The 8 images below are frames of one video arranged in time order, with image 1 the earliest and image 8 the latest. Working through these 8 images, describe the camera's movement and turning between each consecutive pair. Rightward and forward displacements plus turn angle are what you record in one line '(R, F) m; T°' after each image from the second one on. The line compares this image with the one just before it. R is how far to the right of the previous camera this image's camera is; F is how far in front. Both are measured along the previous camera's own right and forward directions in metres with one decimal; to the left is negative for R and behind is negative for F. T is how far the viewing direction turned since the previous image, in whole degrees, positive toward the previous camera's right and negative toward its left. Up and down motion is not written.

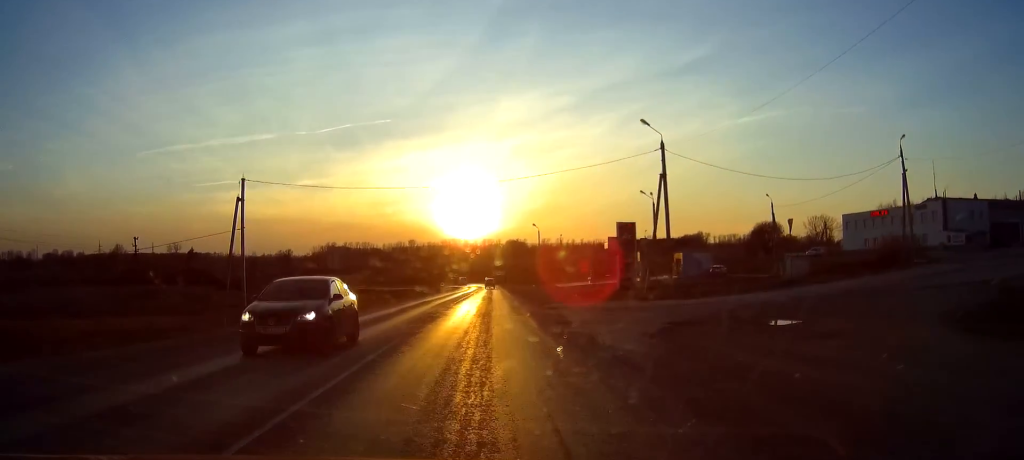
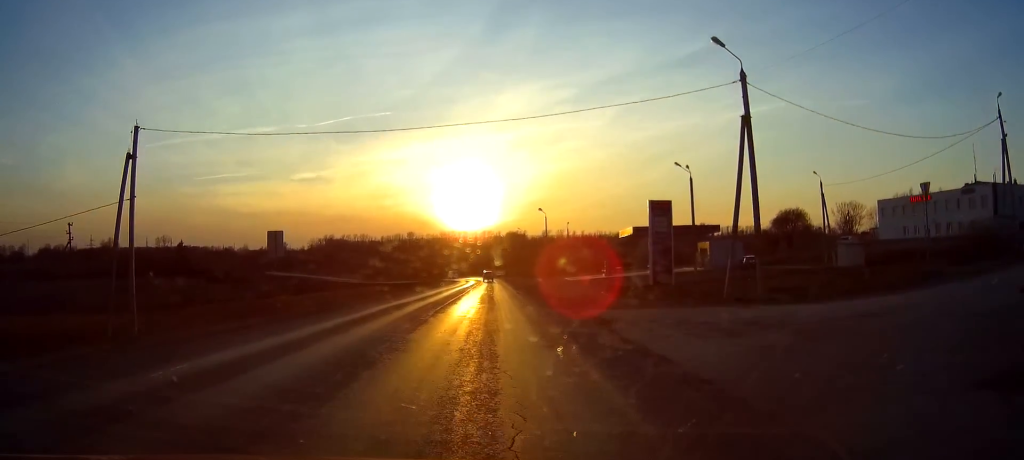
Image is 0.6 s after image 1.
(-0.1, +13.2) m; 0°
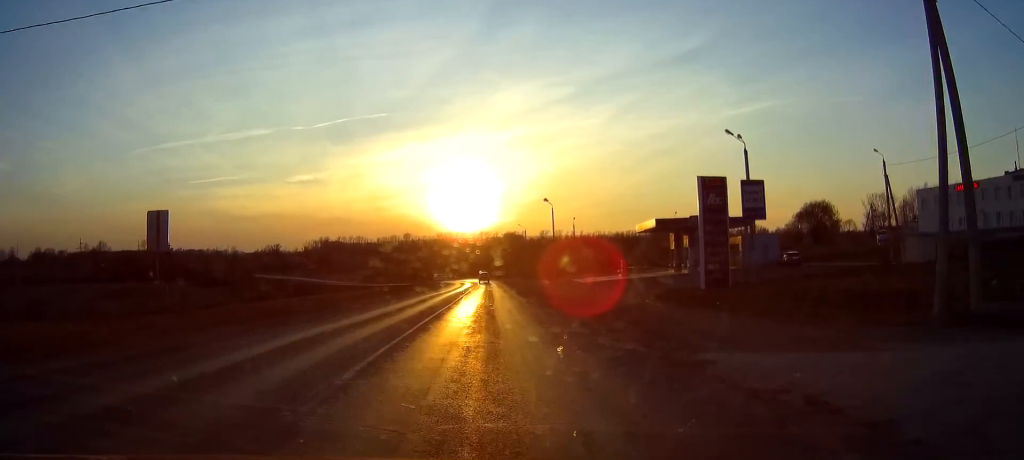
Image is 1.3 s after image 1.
(+0.2, +13.3) m; +1°
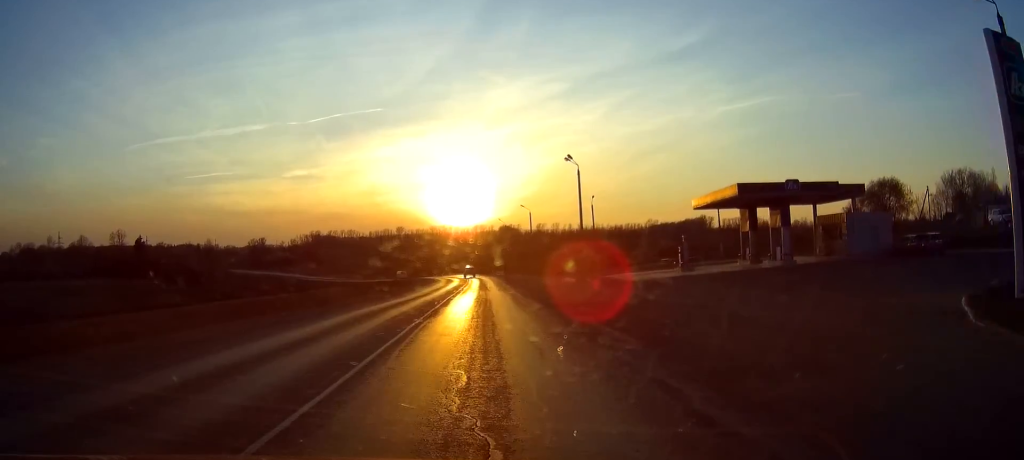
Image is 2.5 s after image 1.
(+0.2, +26.6) m; 0°
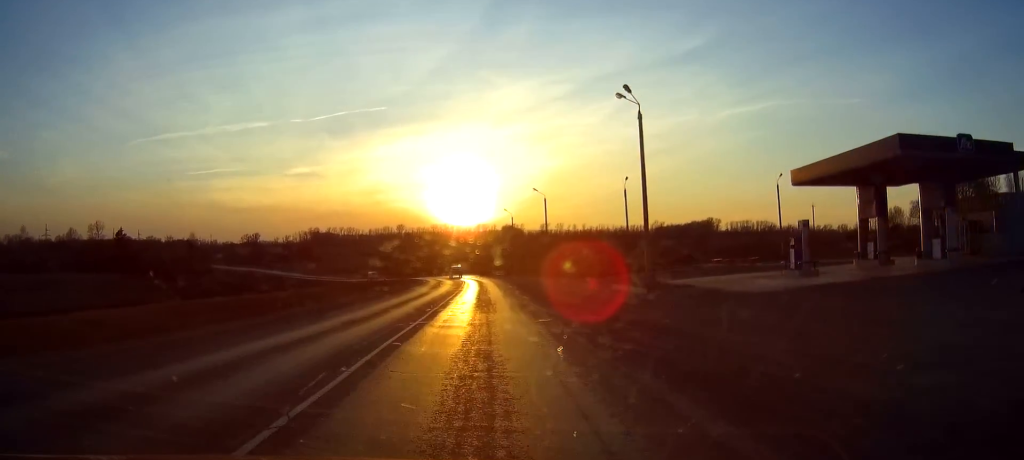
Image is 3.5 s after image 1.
(0.0, +21.0) m; 0°
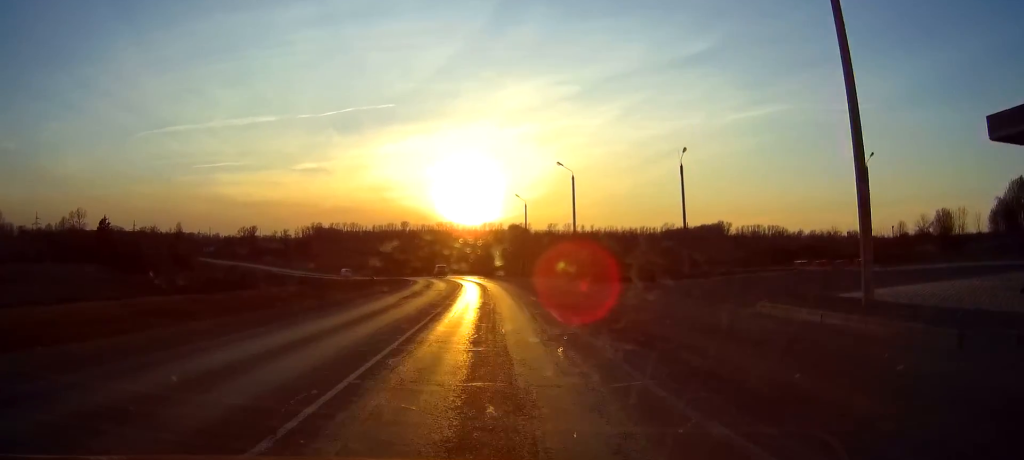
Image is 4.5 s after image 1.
(+0.1, +19.6) m; 0°
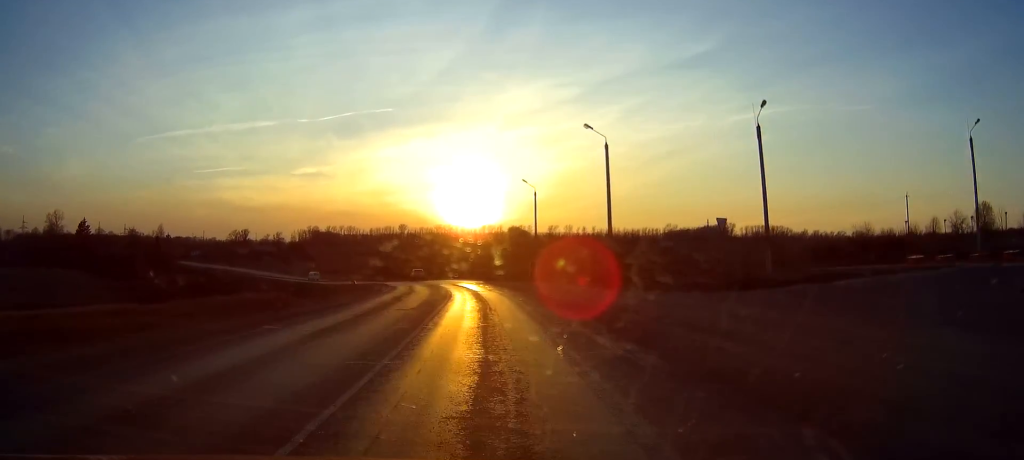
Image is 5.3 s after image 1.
(-0.2, +16.8) m; -1°
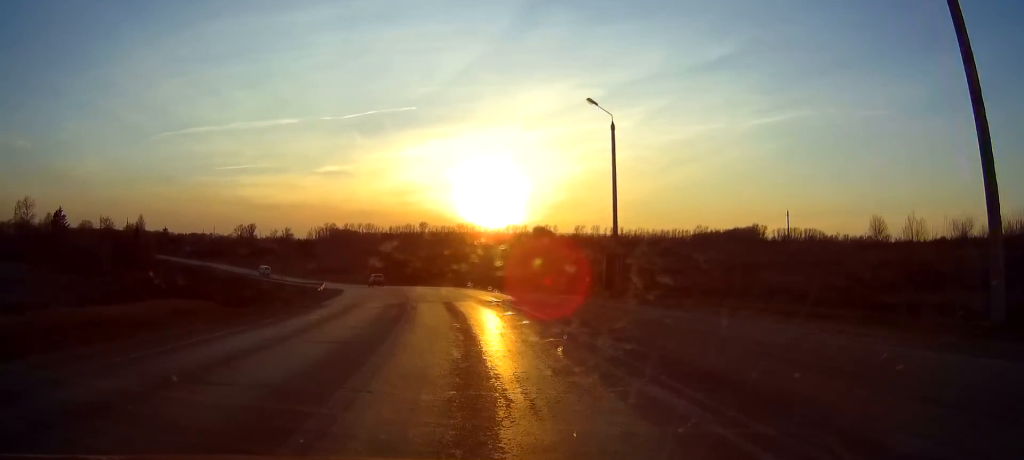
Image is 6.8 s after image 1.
(-0.5, +32.9) m; -3°
